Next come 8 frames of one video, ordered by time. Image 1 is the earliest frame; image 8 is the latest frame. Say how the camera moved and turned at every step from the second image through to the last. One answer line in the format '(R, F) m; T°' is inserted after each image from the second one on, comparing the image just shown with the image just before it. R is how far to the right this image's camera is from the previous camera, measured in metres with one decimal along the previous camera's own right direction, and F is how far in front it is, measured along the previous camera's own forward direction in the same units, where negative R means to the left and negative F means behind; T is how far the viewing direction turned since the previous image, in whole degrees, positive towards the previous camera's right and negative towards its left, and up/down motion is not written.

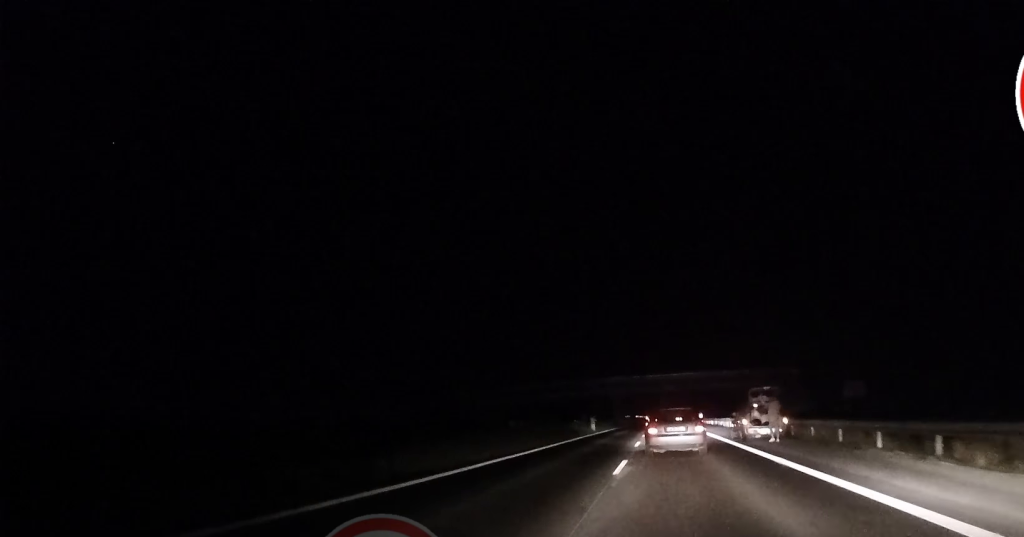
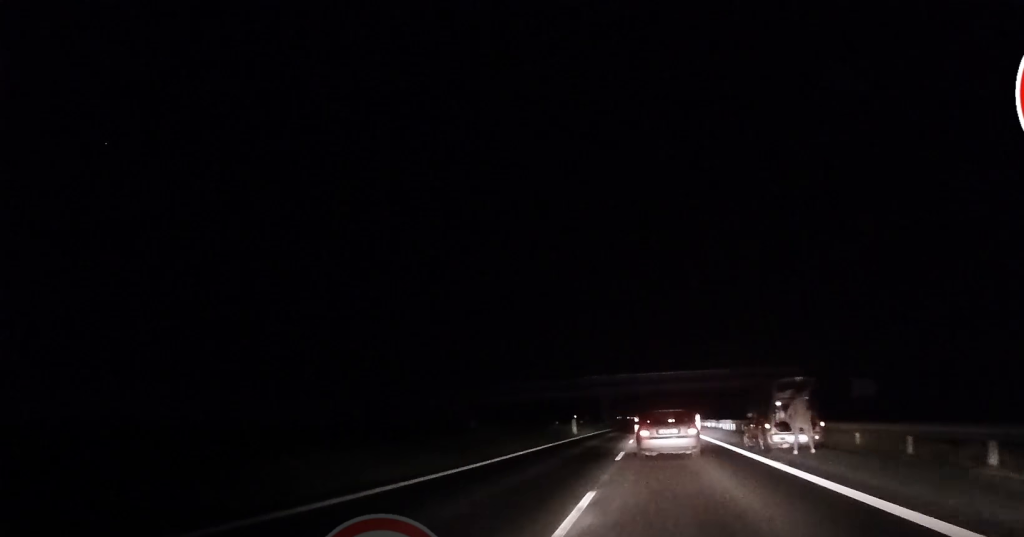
(+0.2, +6.7) m; -1°
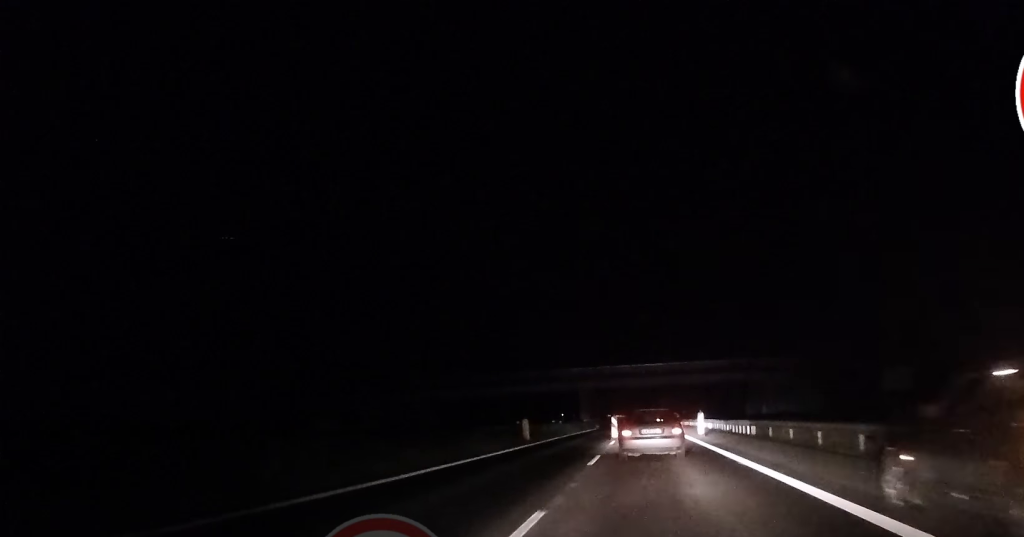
(-0.5, +13.6) m; 0°
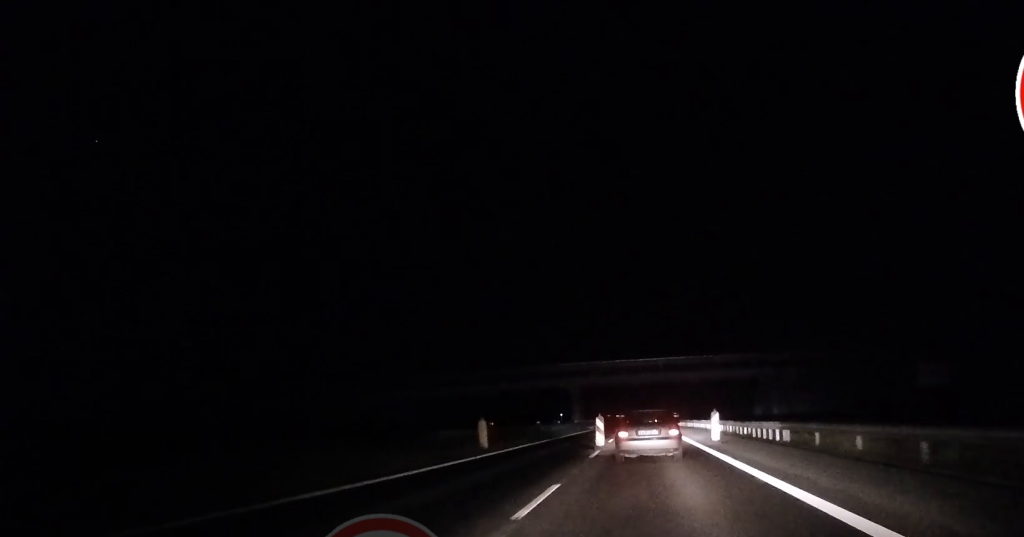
(+0.3, +8.1) m; +2°
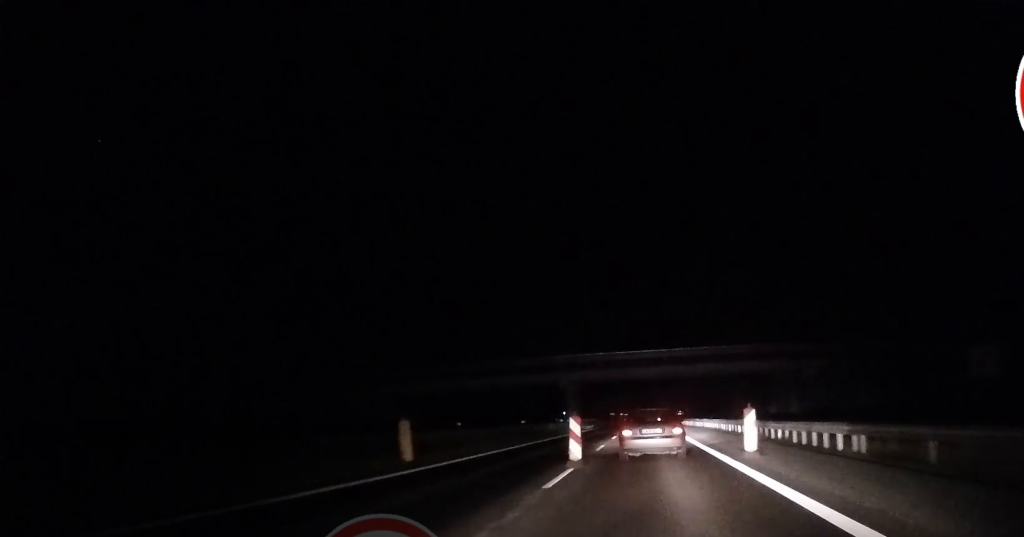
(+0.2, +8.3) m; +1°
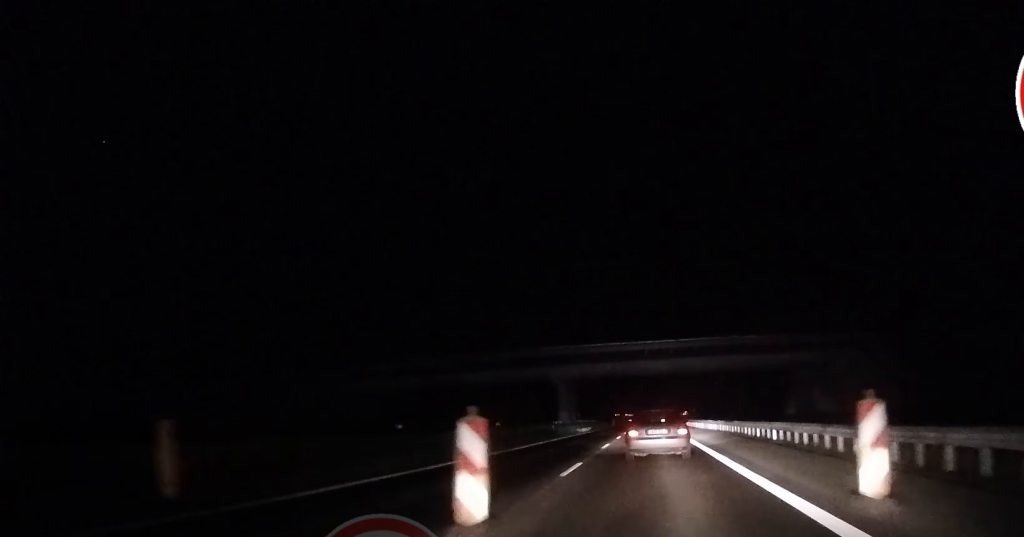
(+0.1, +9.4) m; -1°
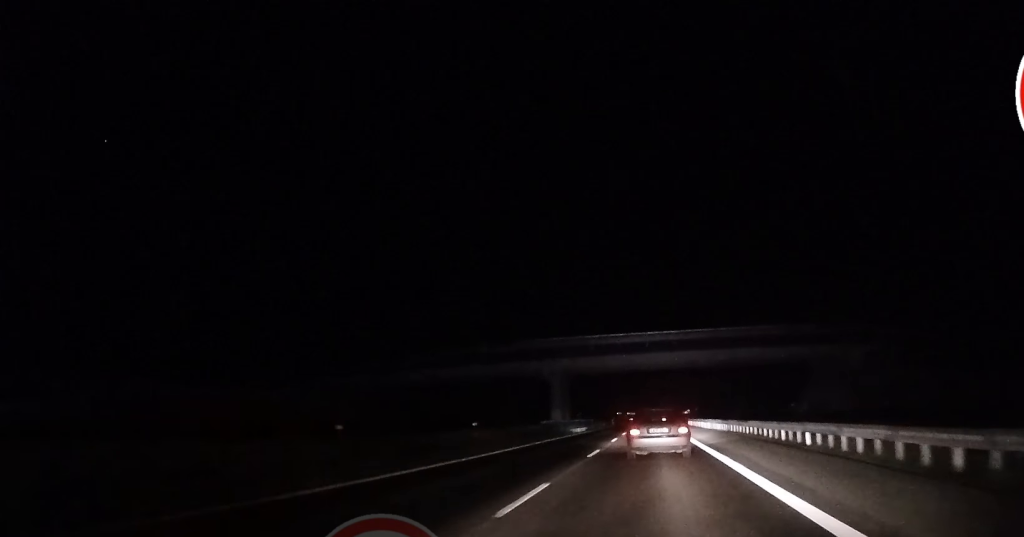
(-0.1, +5.7) m; -1°
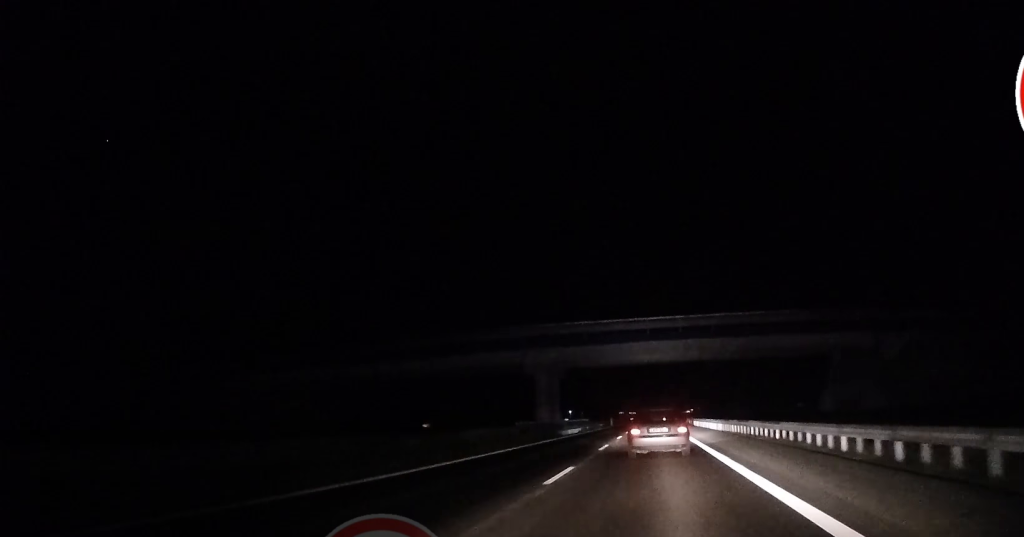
(-0.1, +7.9) m; -1°
